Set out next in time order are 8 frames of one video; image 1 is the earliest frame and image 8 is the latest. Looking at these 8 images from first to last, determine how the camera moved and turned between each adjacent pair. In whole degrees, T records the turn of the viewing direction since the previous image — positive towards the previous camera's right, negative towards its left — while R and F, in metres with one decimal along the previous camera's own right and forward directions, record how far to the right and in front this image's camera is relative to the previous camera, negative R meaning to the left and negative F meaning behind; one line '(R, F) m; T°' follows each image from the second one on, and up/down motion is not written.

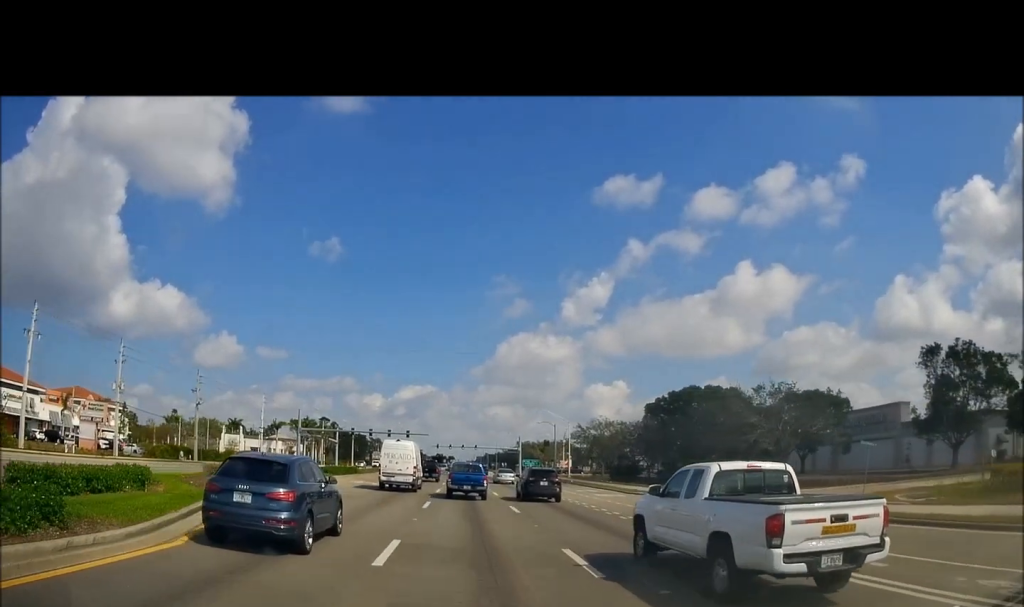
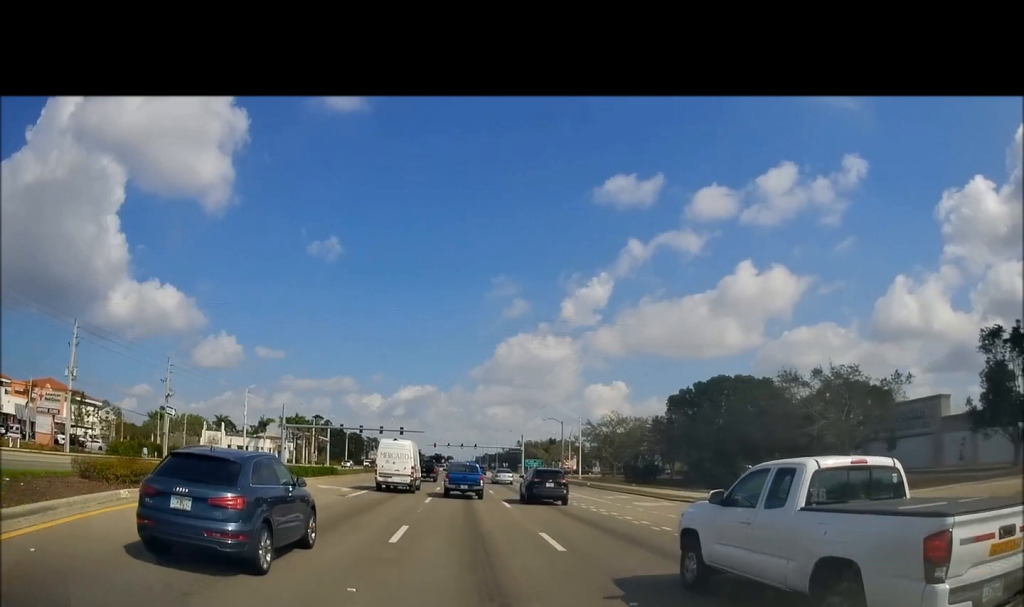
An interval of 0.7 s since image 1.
(-0.1, +9.5) m; -1°
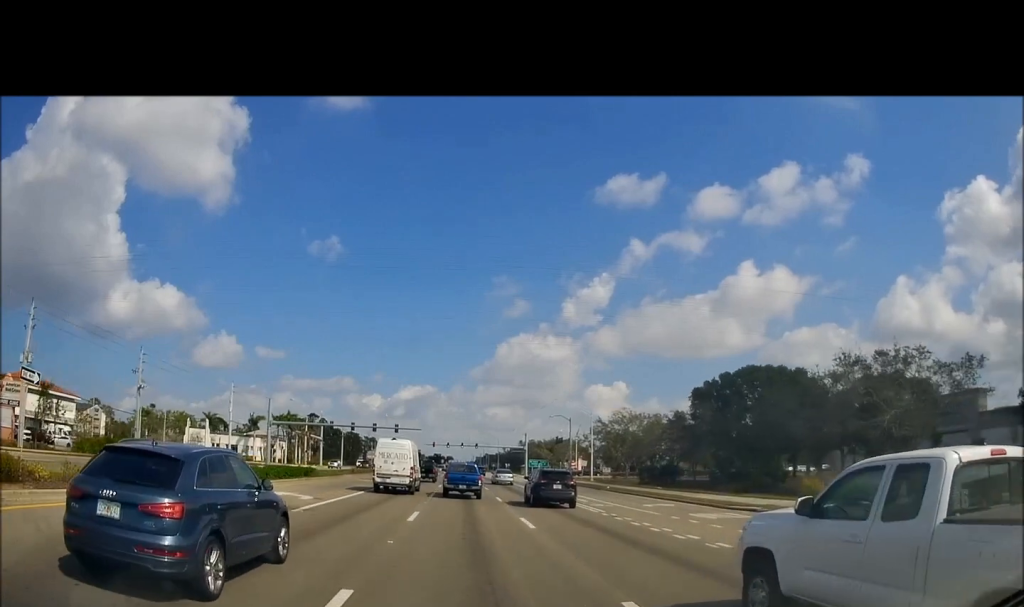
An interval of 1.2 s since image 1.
(-0.3, +7.6) m; 0°
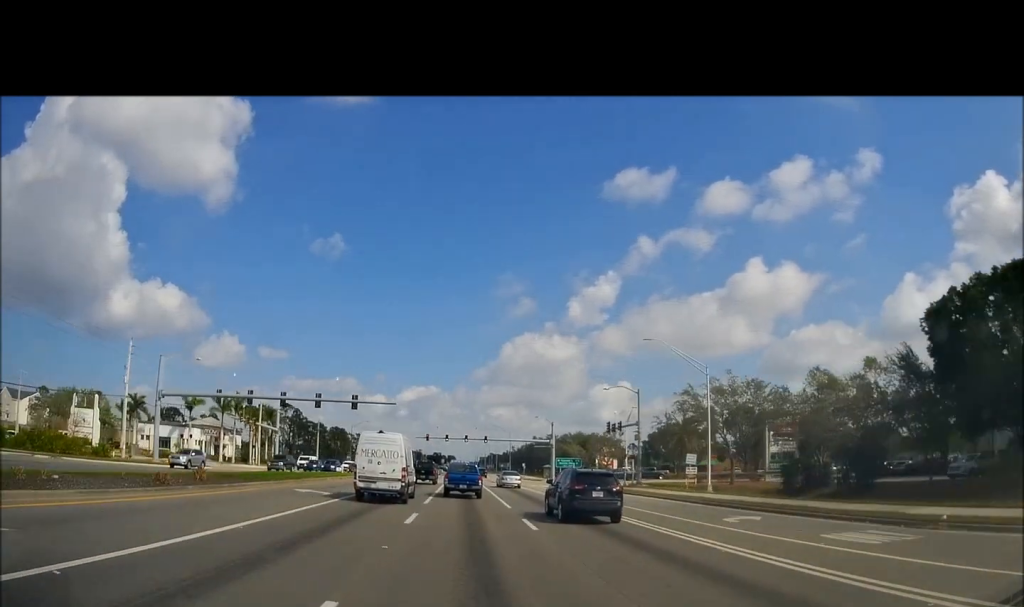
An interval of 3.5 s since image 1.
(+0.9, +37.1) m; 0°
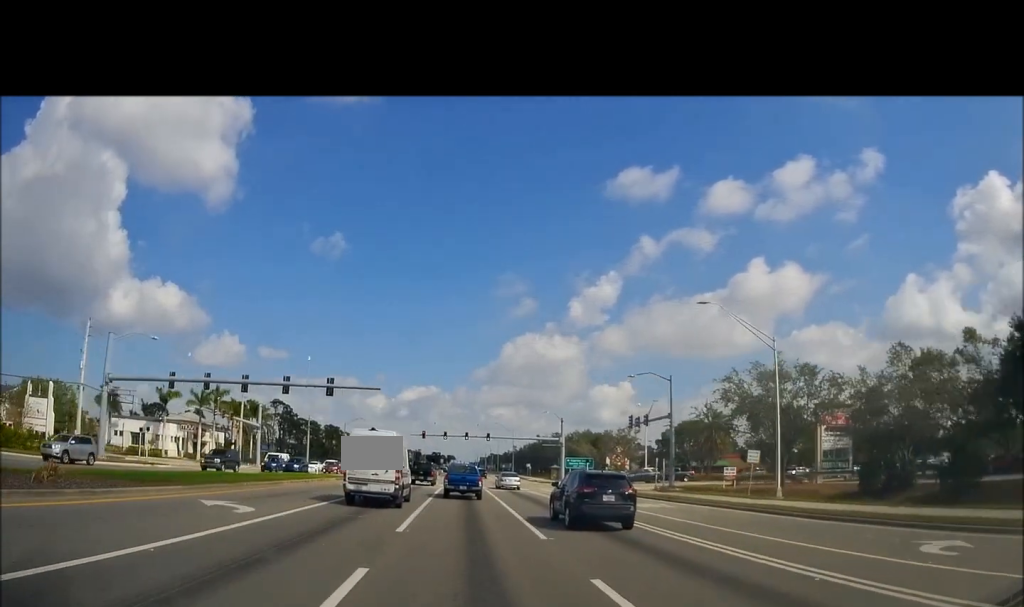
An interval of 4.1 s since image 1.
(-0.3, +9.9) m; 0°
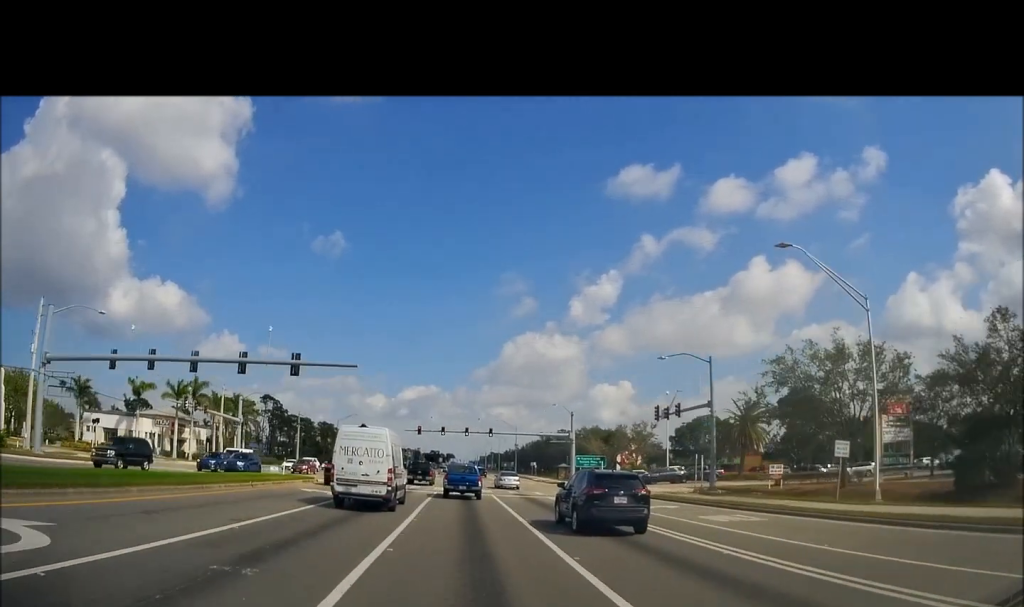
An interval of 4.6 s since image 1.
(+0.1, +9.0) m; 0°
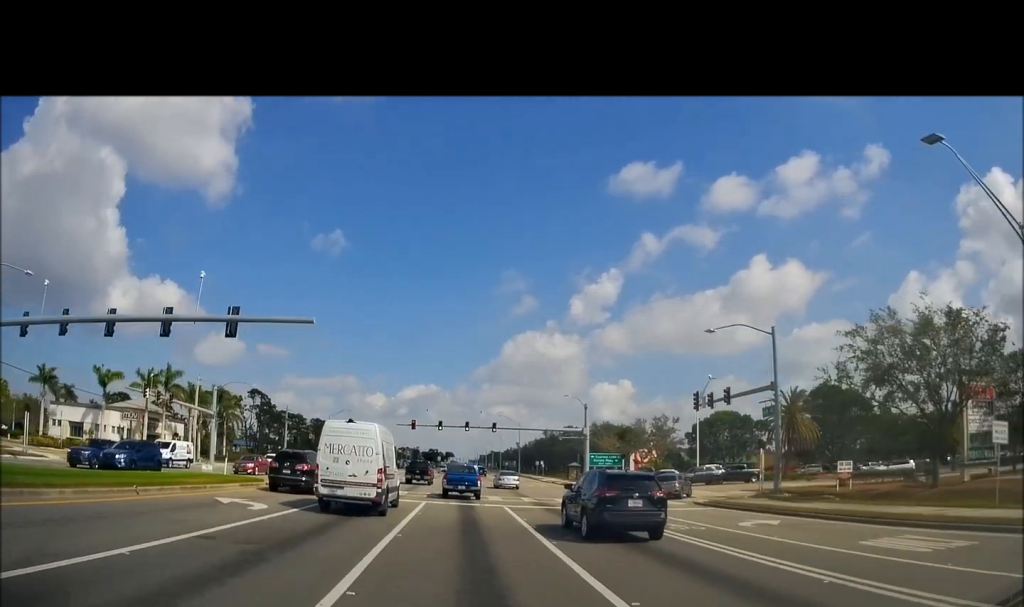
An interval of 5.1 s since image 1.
(+0.3, +9.8) m; 0°
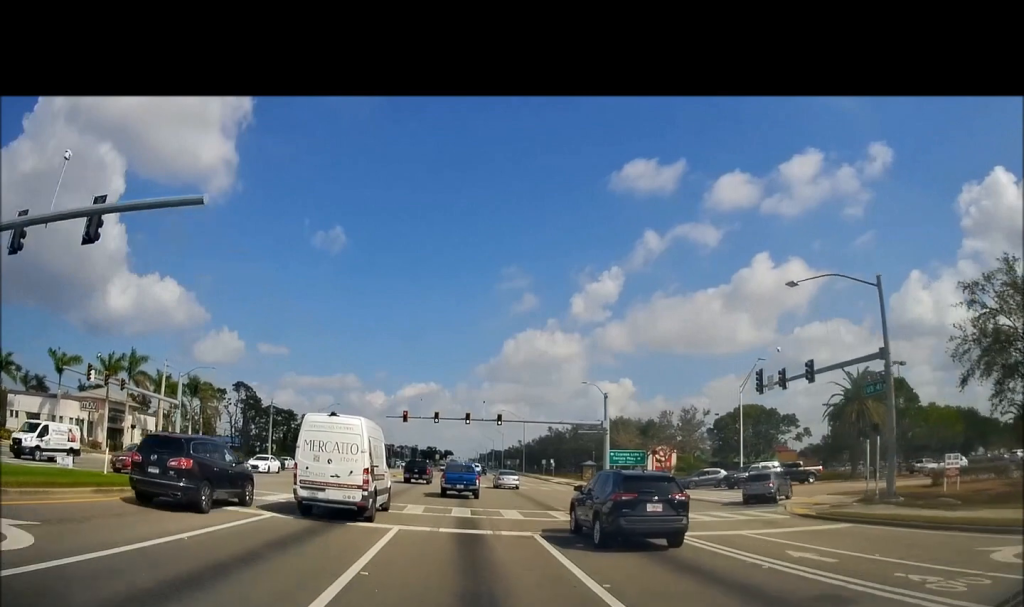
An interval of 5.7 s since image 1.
(-0.1, +10.6) m; 0°
